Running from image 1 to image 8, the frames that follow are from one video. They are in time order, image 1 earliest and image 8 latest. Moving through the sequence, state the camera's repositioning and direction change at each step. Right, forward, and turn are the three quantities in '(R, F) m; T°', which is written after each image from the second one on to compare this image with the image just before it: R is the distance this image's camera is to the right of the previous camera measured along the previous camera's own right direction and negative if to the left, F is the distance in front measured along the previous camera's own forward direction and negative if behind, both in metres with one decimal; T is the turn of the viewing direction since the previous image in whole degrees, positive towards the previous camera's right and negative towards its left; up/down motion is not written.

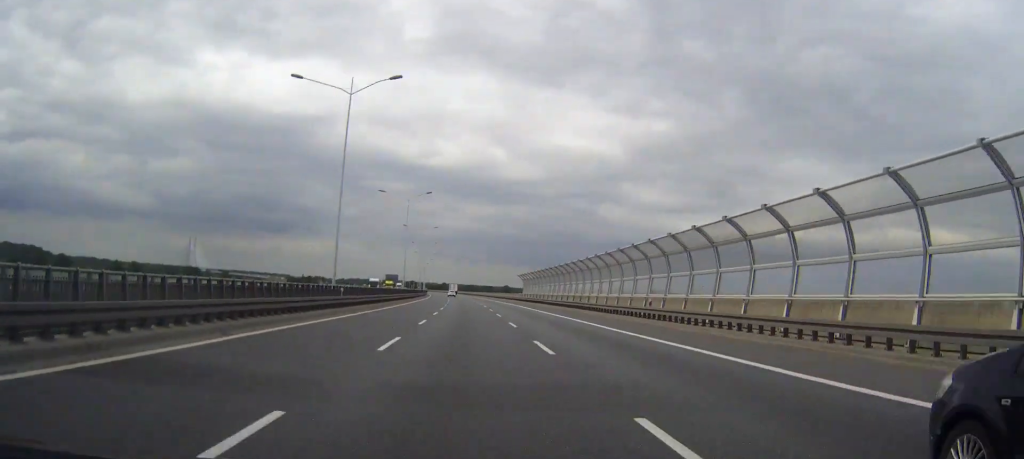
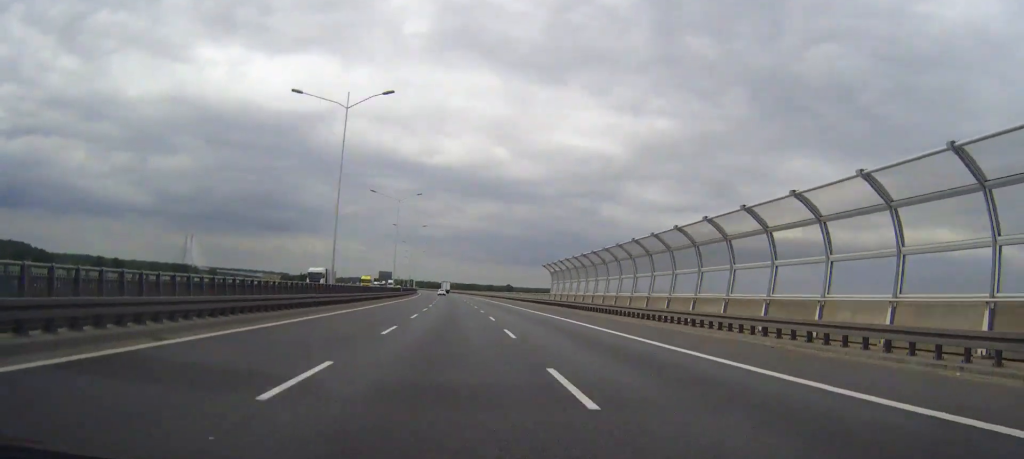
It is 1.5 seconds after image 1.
(+0.1, +43.2) m; -1°
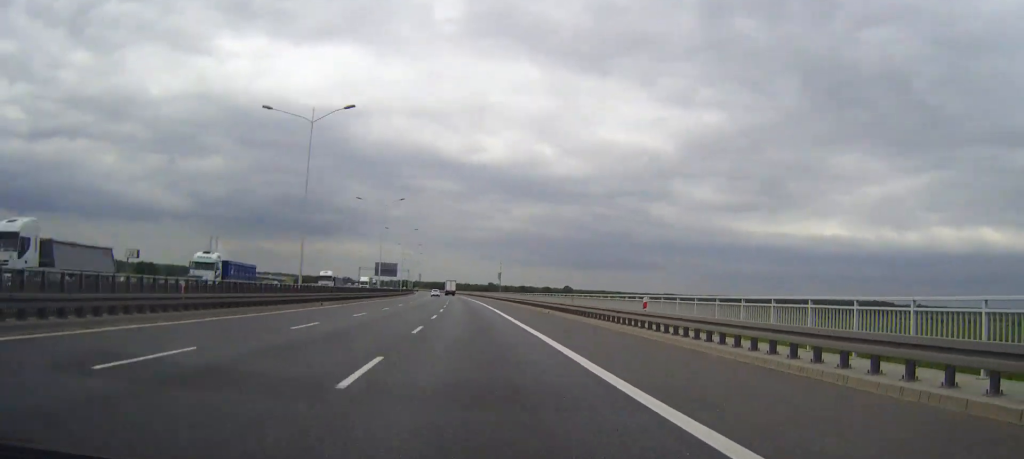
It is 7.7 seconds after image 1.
(-6.6, +178.2) m; -4°
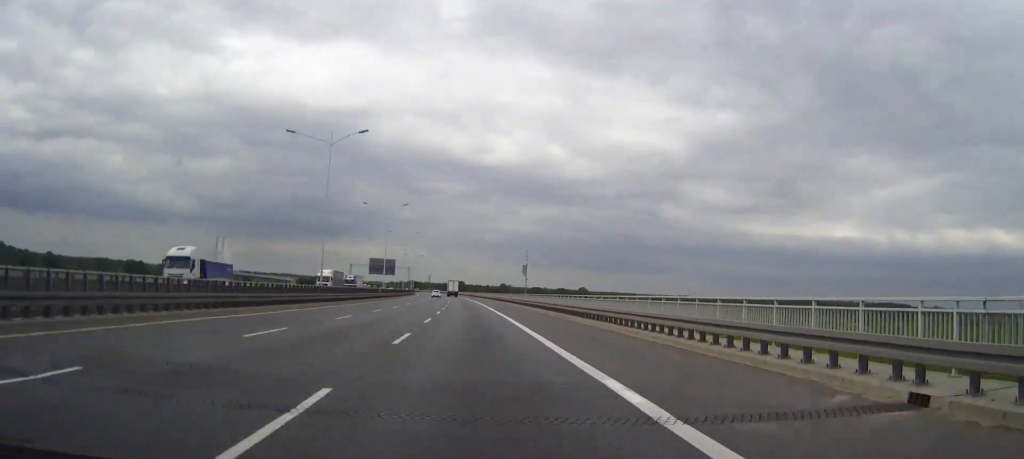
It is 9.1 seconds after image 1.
(-0.5, +40.3) m; -1°
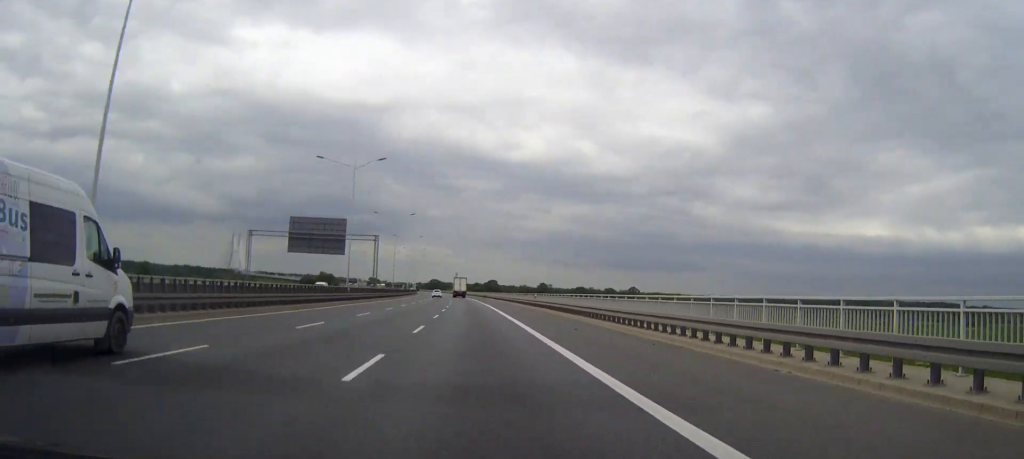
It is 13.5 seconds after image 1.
(-2.4, +126.8) m; -2°
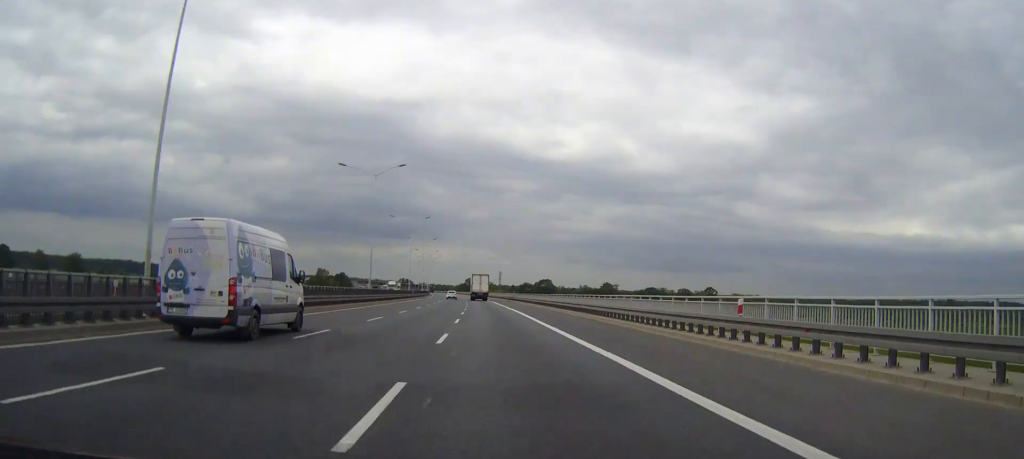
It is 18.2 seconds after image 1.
(-4.3, +135.5) m; -3°
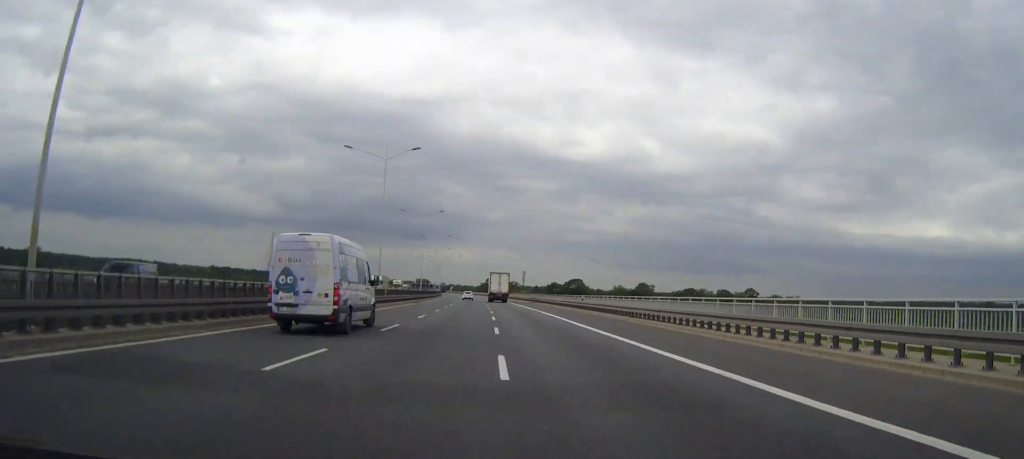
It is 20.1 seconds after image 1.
(-0.5, +54.8) m; -1°
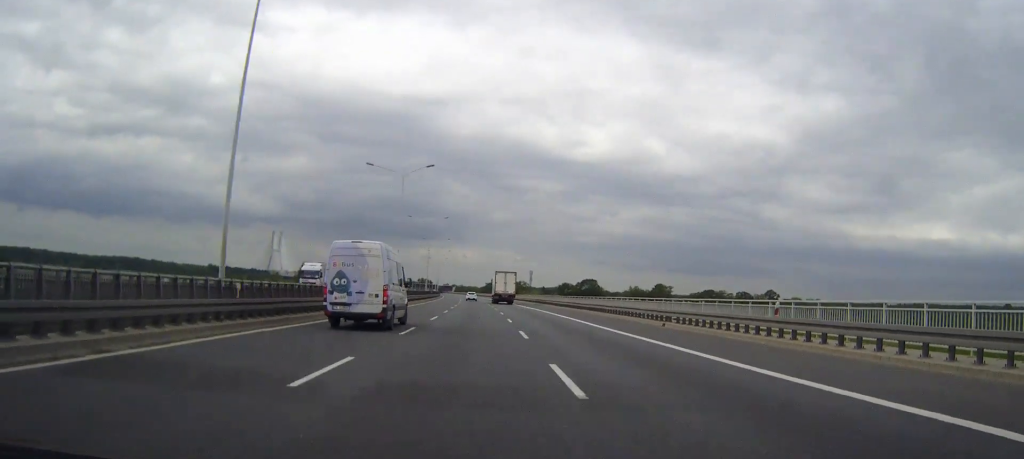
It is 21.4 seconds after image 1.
(-0.1, +37.5) m; 0°
